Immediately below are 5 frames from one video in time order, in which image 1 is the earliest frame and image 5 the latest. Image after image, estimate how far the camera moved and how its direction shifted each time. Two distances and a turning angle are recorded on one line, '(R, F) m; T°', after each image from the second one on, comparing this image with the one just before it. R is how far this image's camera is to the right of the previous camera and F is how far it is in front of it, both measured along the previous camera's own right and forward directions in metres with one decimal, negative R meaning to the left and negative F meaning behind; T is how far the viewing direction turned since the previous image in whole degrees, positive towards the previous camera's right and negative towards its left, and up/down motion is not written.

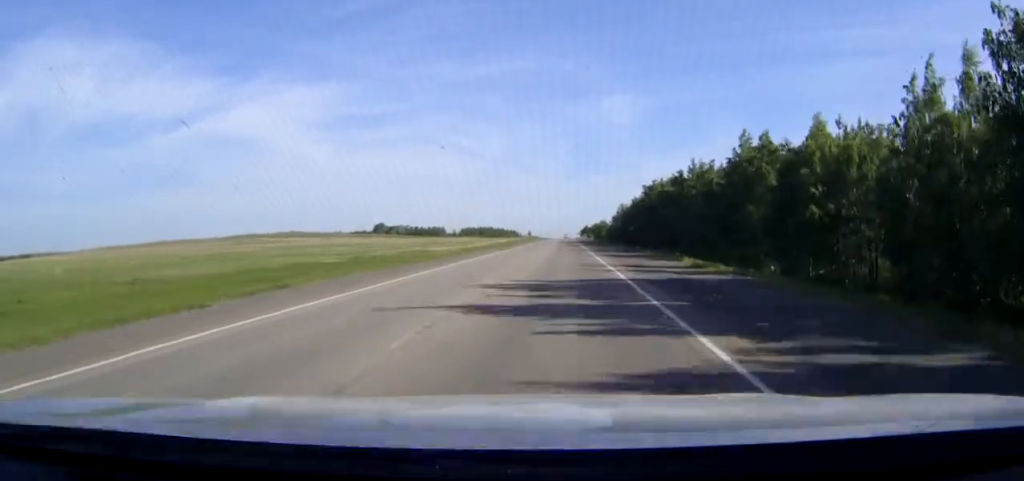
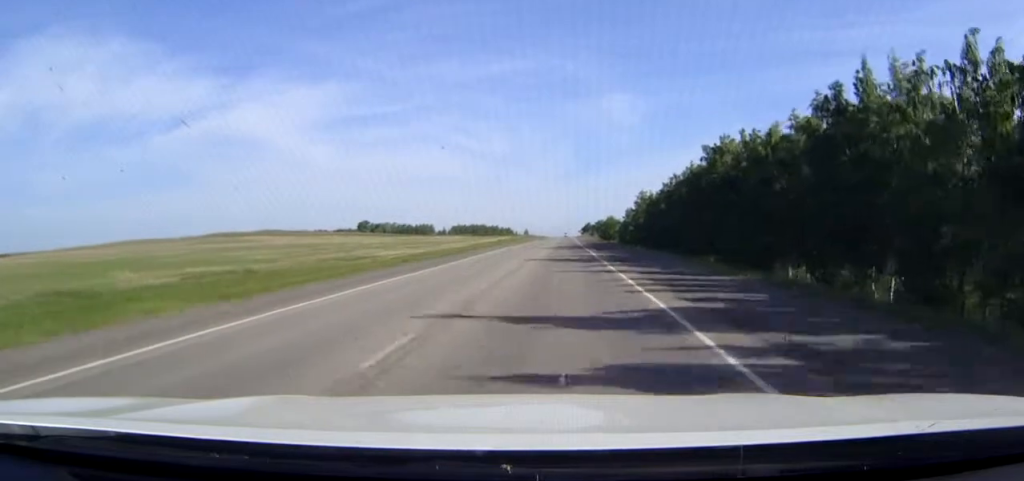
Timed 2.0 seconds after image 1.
(0.0, +51.1) m; 0°
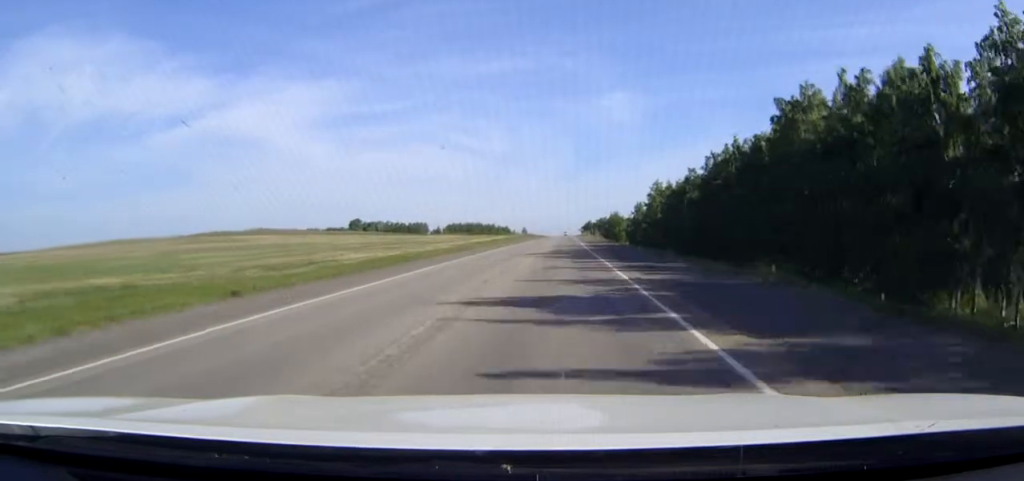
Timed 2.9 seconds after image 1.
(0.0, +22.9) m; 0°
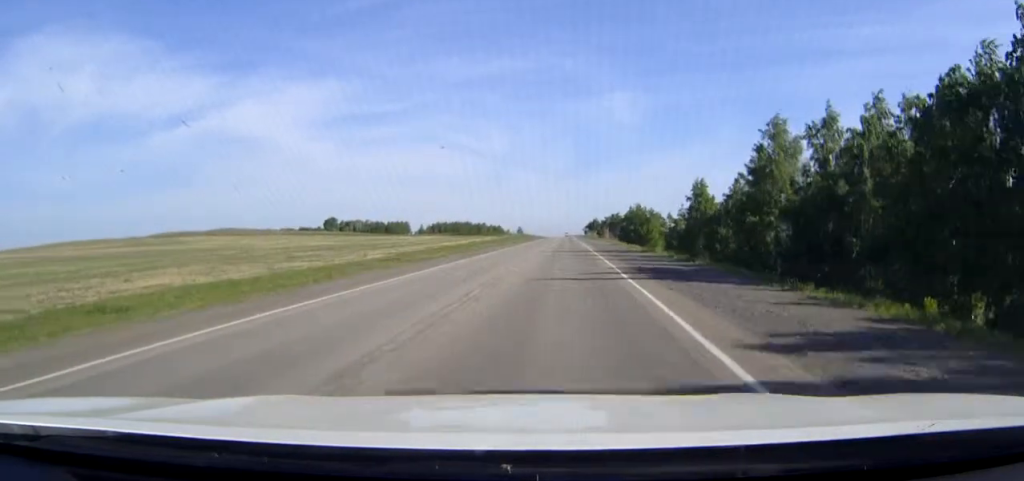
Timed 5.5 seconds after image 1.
(-0.1, +66.2) m; 0°
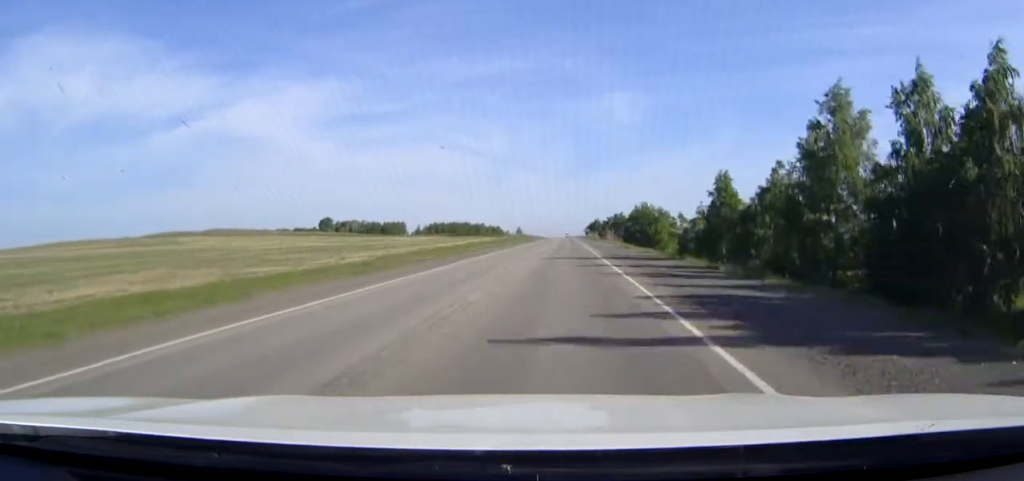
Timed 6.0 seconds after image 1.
(0.0, +11.9) m; 0°
